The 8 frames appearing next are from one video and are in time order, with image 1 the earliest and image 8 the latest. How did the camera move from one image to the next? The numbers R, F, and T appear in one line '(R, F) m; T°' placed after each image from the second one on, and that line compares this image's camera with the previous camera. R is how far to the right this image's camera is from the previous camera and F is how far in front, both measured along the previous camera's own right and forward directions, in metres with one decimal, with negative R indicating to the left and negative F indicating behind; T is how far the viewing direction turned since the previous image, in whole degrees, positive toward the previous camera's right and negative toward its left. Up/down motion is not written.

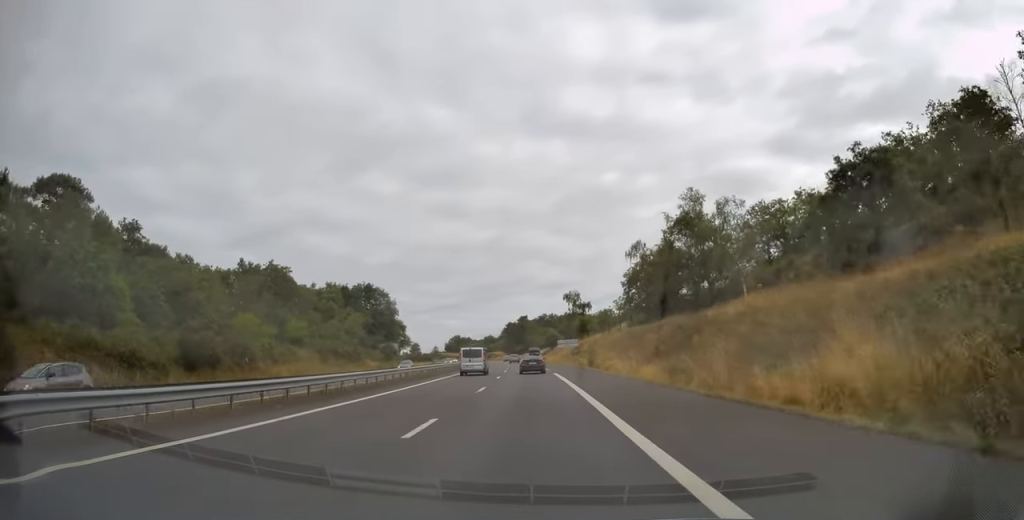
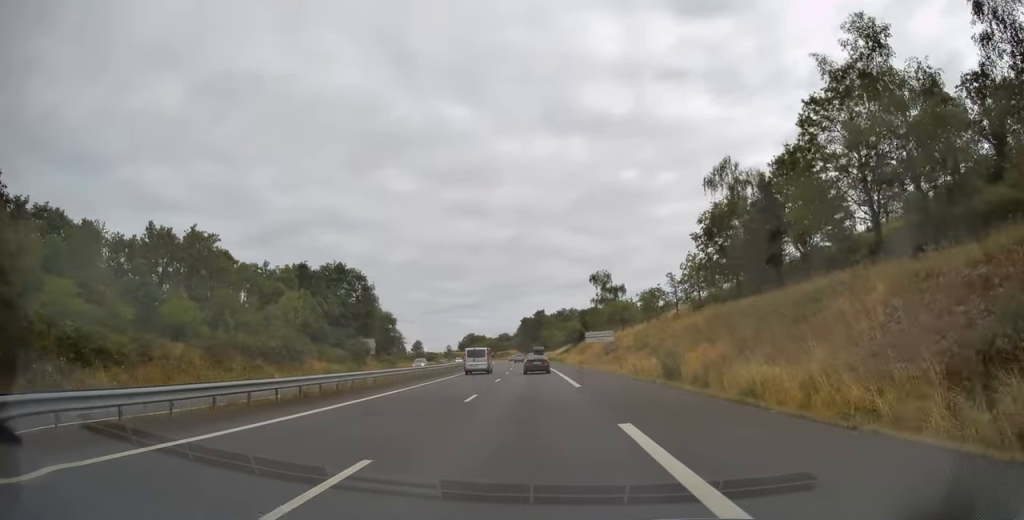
(-0.3, +31.0) m; -1°
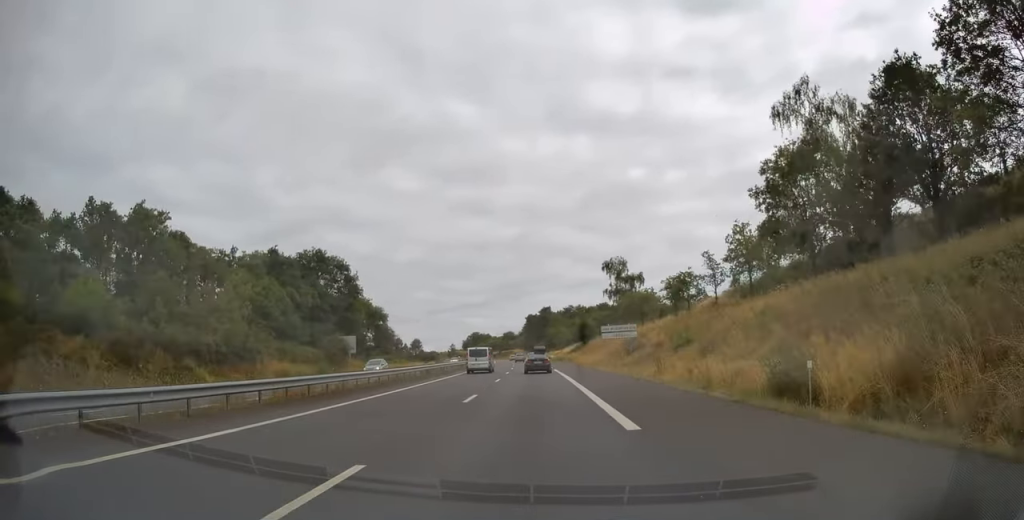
(0.0, +13.4) m; -1°
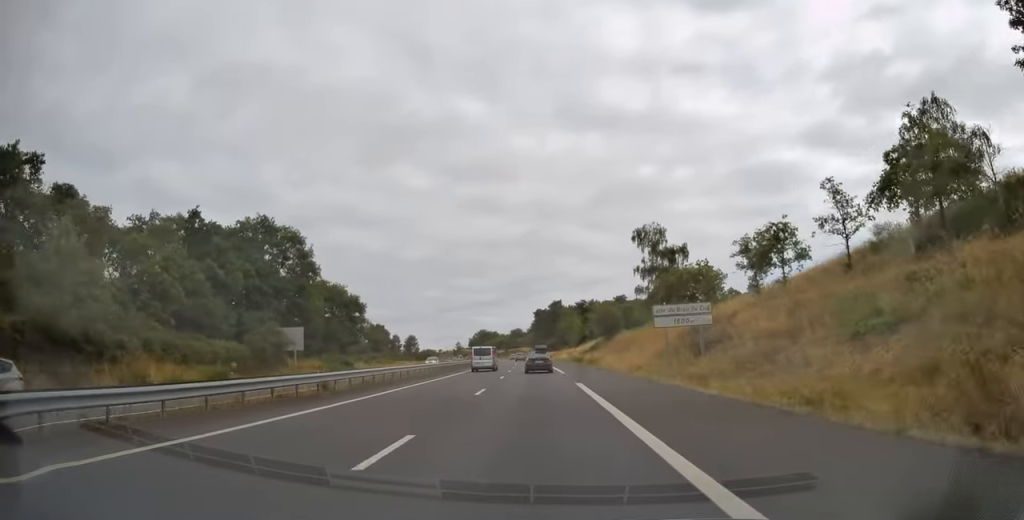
(-0.3, +23.3) m; -1°
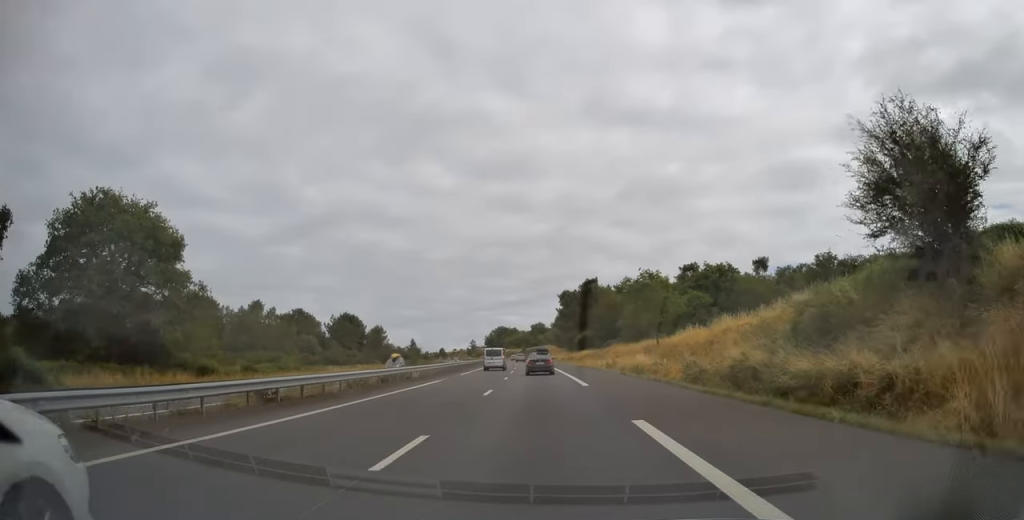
(-1.5, +65.7) m; -3°
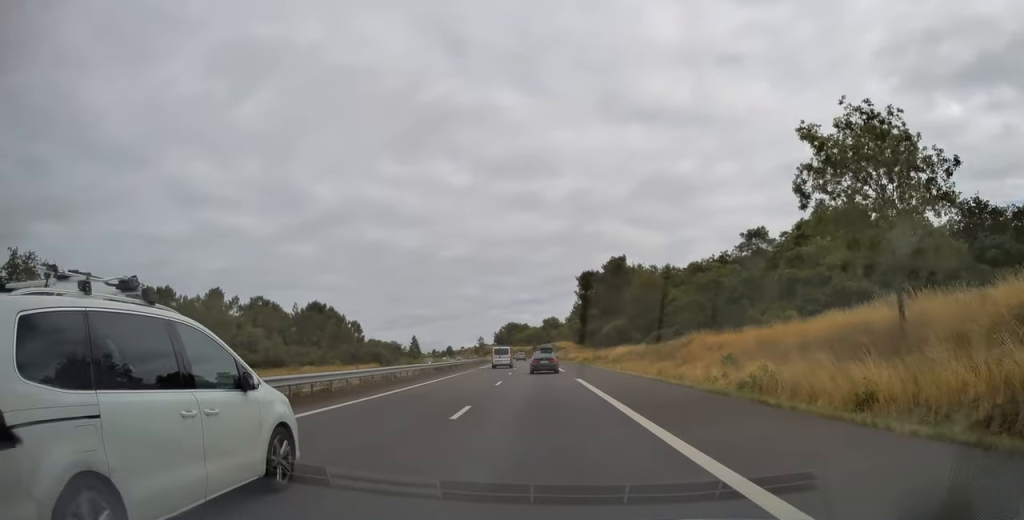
(-0.4, +33.5) m; -1°
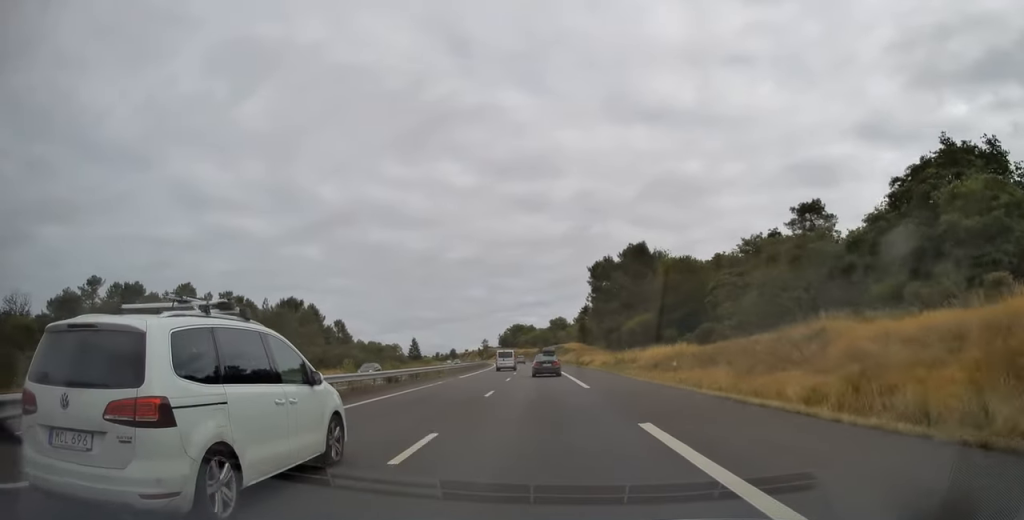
(-0.1, +17.9) m; -1°
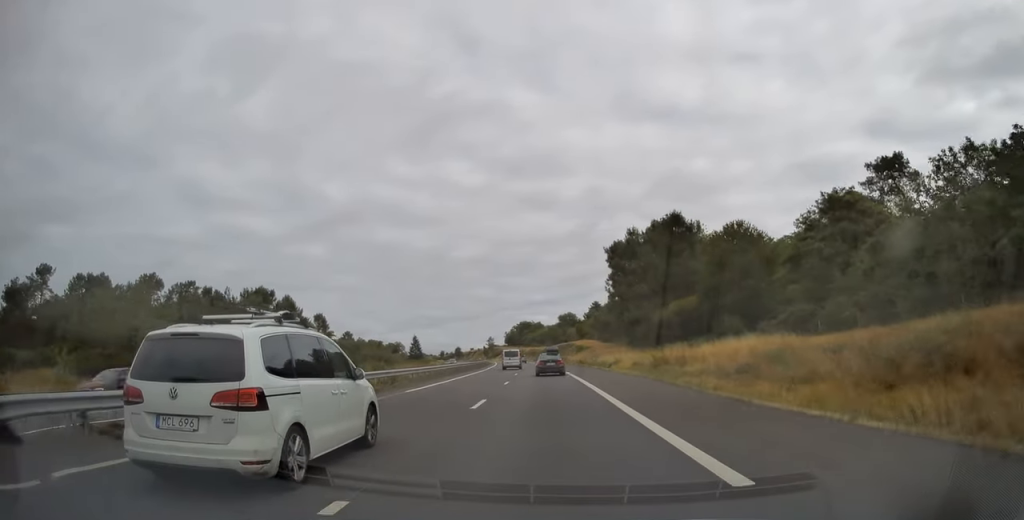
(-0.1, +17.9) m; -1°
